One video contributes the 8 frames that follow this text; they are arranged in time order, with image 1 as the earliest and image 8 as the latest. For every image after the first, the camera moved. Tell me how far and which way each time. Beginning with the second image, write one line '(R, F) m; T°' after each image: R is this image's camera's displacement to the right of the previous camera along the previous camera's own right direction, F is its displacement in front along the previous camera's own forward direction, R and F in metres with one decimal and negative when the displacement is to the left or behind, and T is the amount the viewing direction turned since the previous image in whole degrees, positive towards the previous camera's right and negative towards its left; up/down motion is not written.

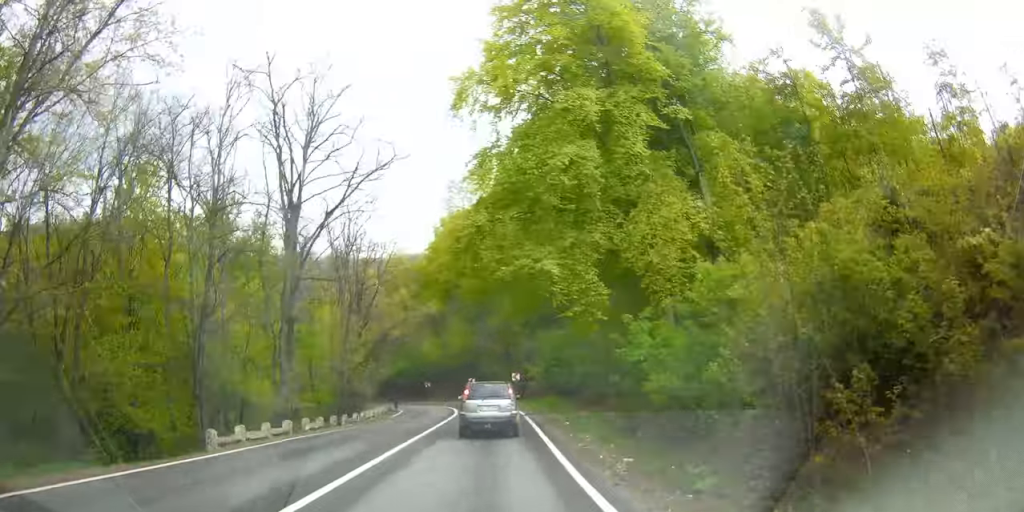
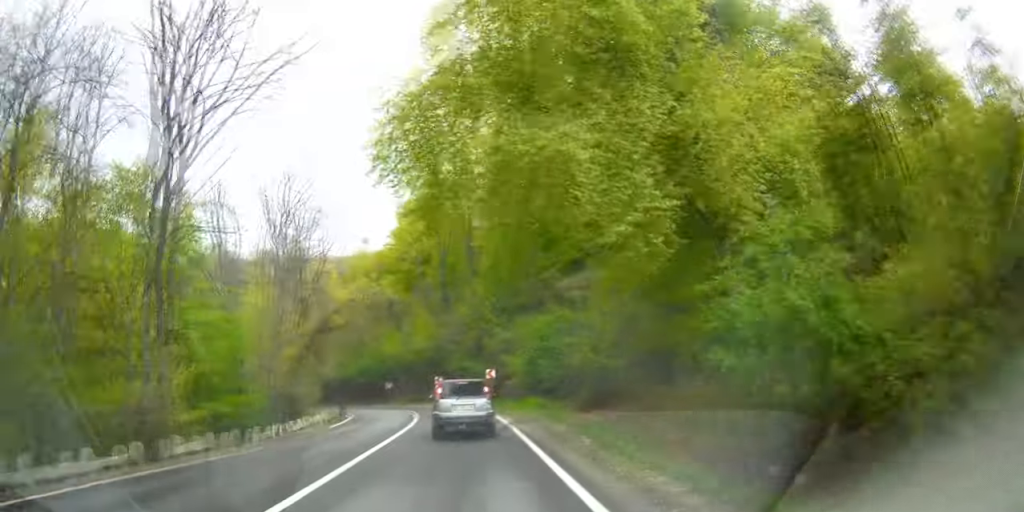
(-1.2, +8.5) m; +9°
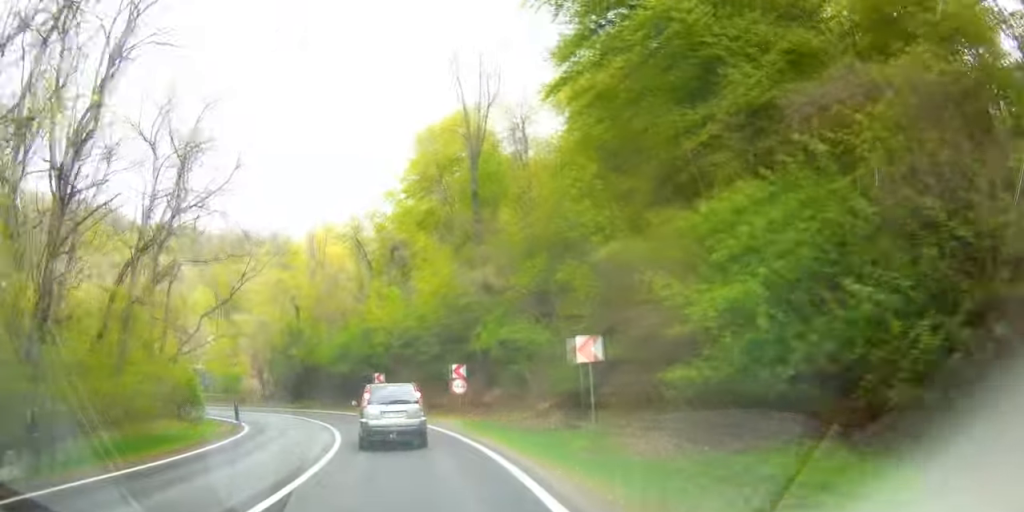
(+4.4, +29.9) m; -1°
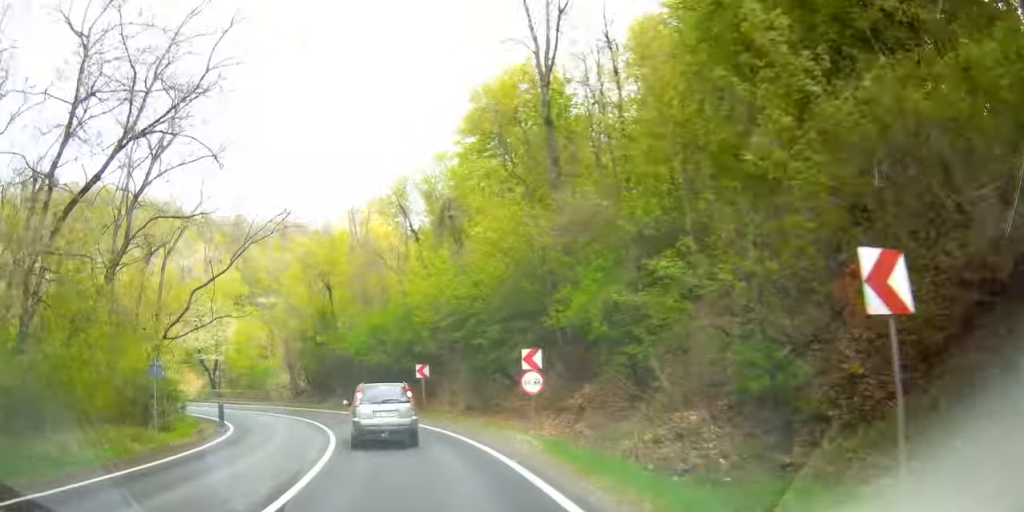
(-0.6, +11.8) m; -1°
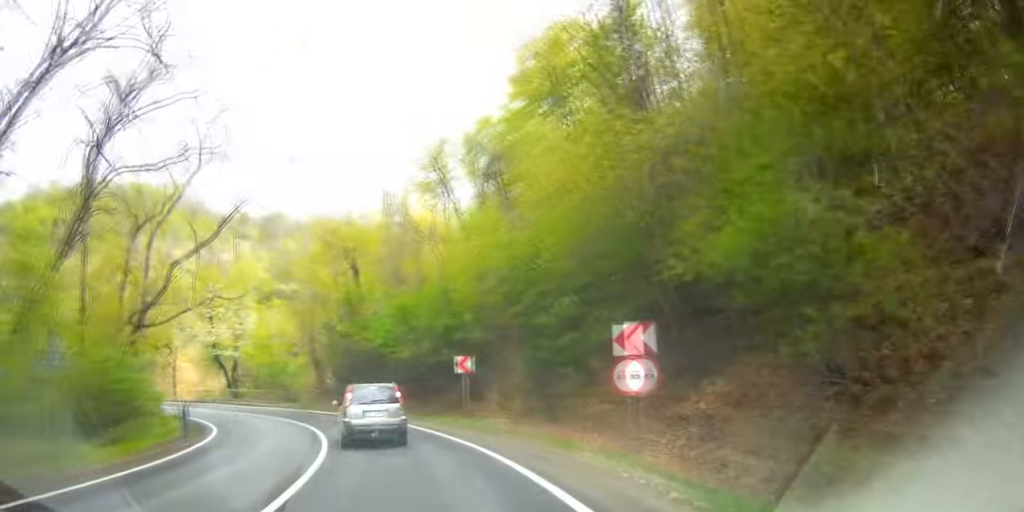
(-0.3, +8.9) m; +2°
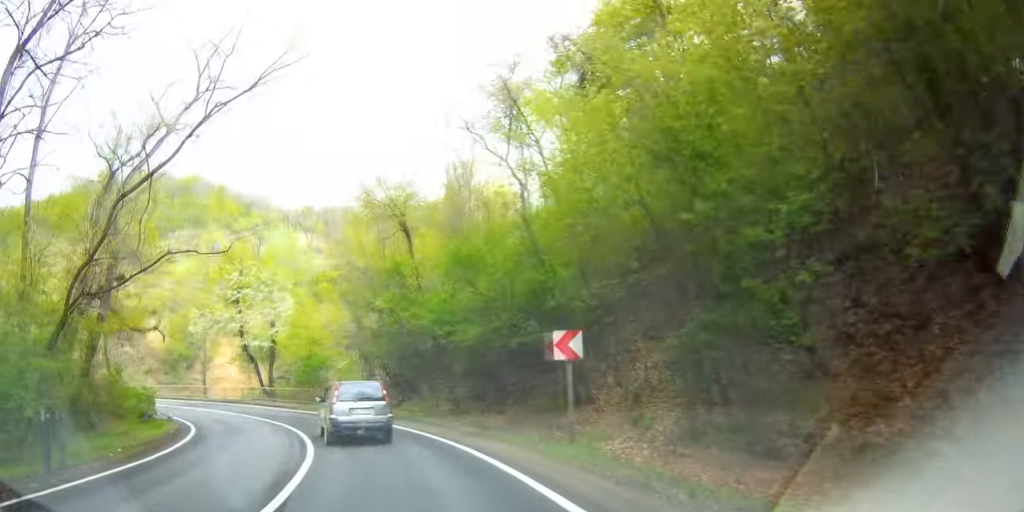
(+0.8, +10.7) m; +1°
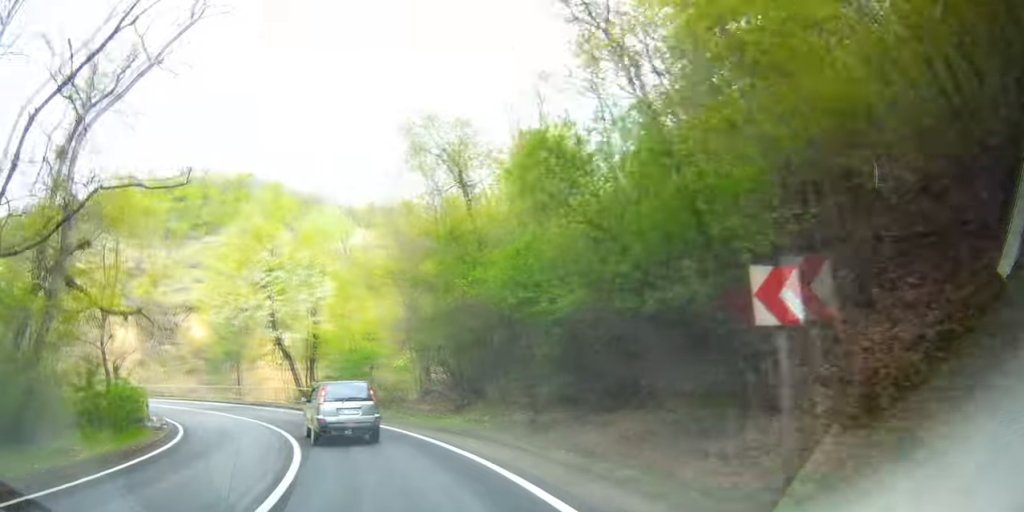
(+0.3, +8.0) m; -1°
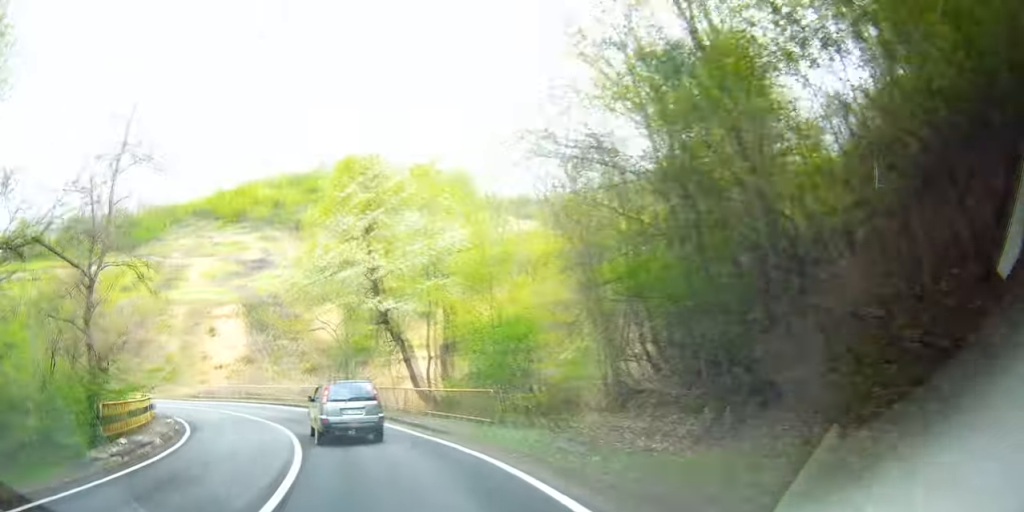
(-1.1, +13.8) m; -8°
